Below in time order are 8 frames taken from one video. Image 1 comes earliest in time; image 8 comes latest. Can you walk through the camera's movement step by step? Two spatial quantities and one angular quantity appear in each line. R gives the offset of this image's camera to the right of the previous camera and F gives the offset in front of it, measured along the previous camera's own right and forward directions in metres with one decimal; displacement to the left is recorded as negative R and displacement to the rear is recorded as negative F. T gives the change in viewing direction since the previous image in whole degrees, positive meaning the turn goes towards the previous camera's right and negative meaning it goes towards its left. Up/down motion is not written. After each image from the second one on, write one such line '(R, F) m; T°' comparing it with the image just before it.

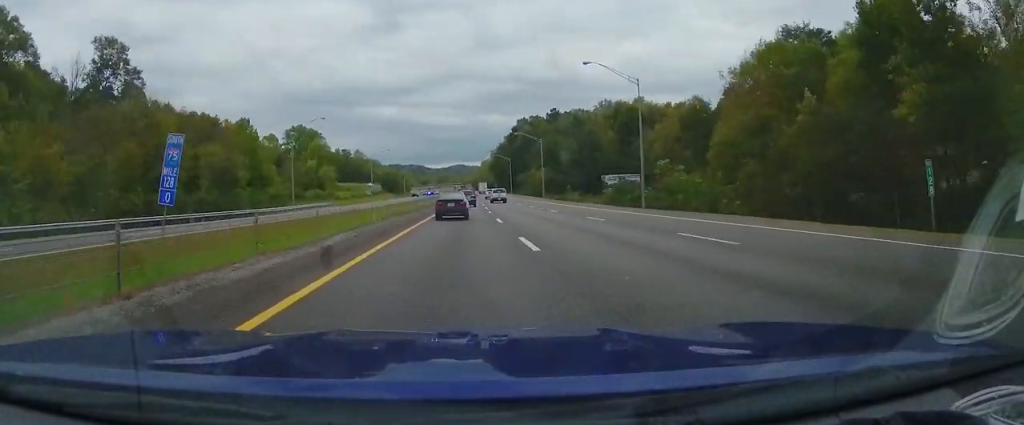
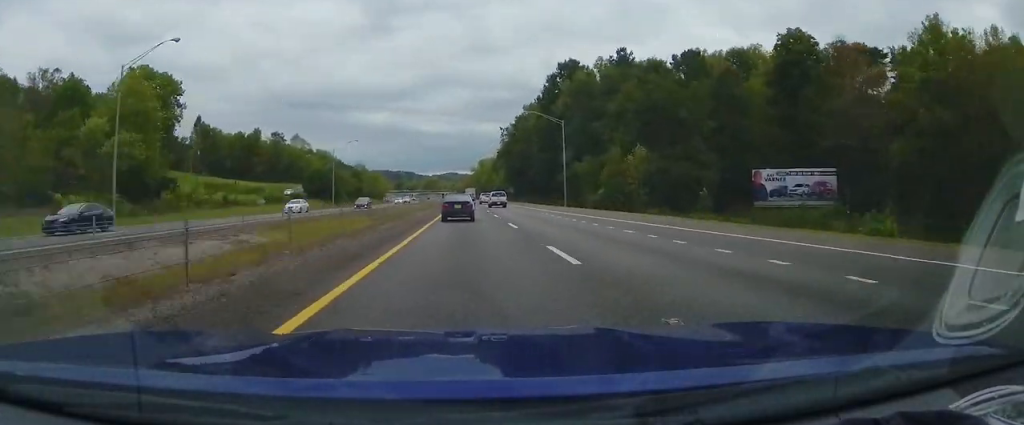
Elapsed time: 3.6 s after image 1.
(+0.6, +113.9) m; 0°
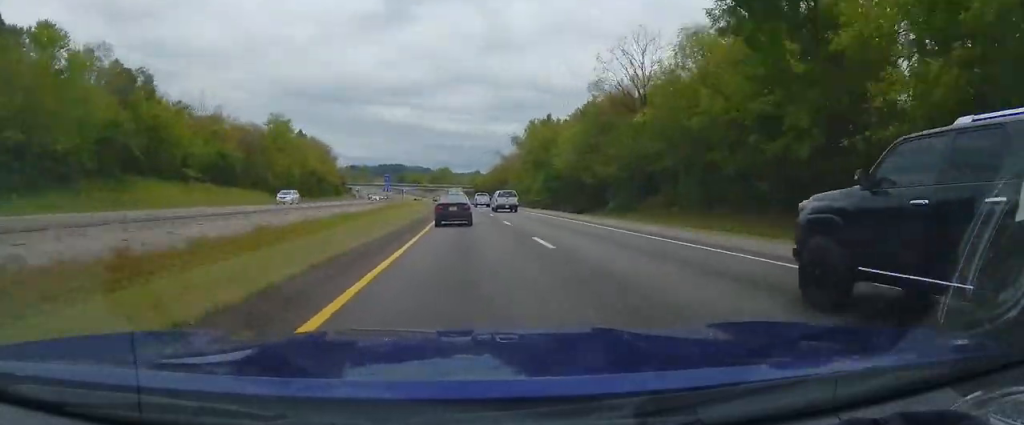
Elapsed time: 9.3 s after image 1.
(-4.6, +180.3) m; -5°
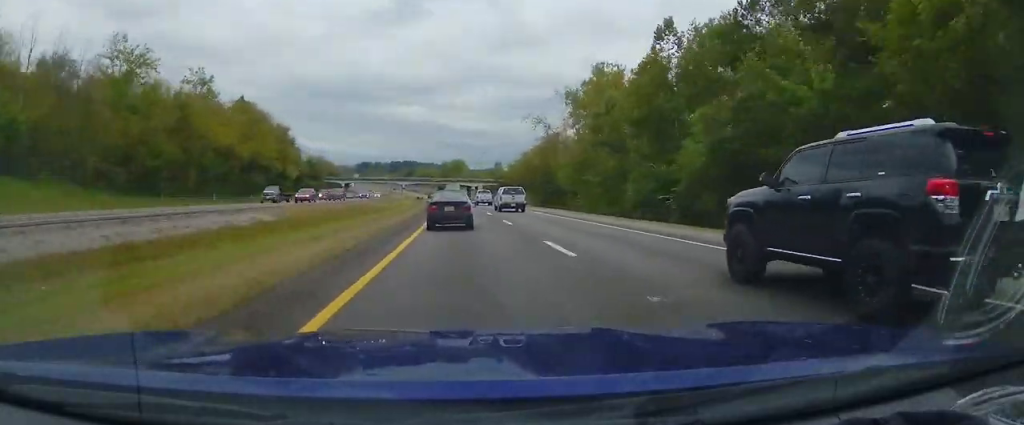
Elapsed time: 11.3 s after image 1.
(-2.6, +62.0) m; -2°
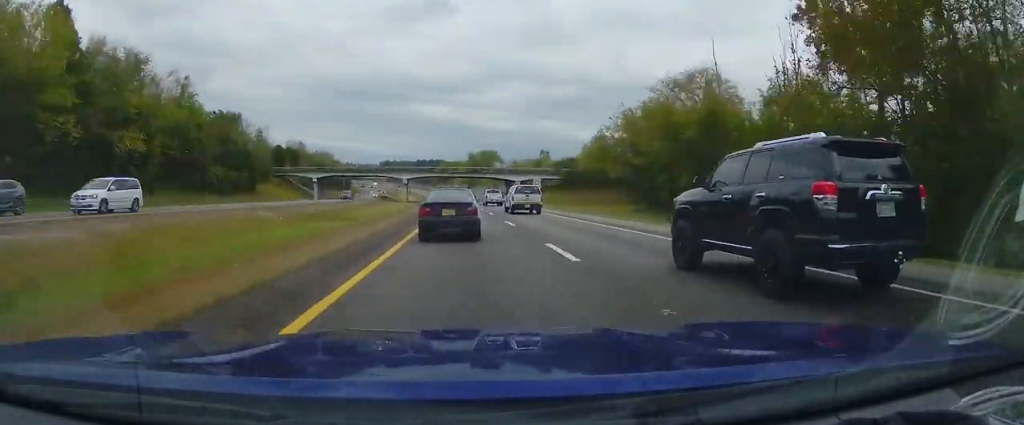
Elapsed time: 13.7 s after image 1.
(-1.3, +74.2) m; -2°
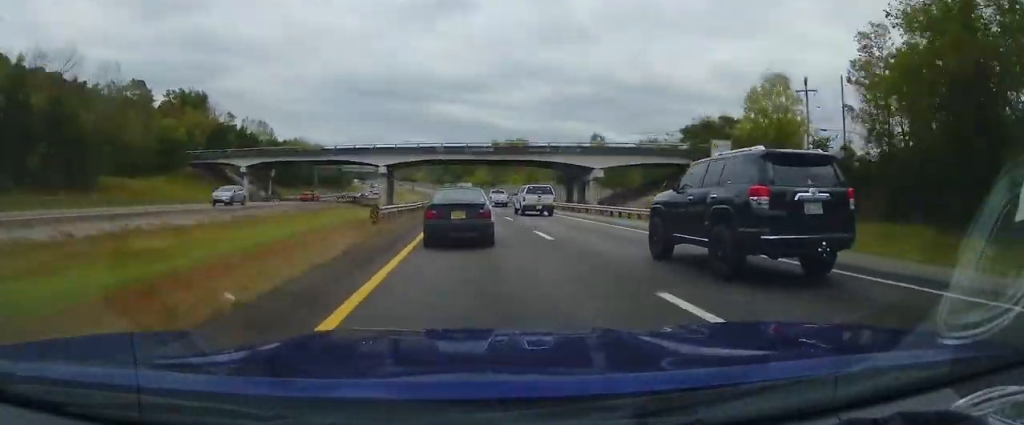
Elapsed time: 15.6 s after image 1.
(+0.5, +57.2) m; -1°
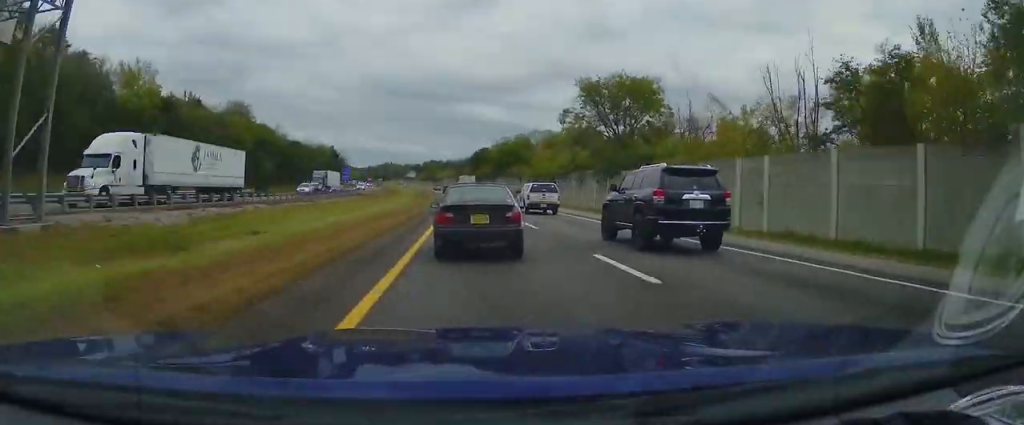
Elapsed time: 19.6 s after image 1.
(-3.6, +120.7) m; -4°
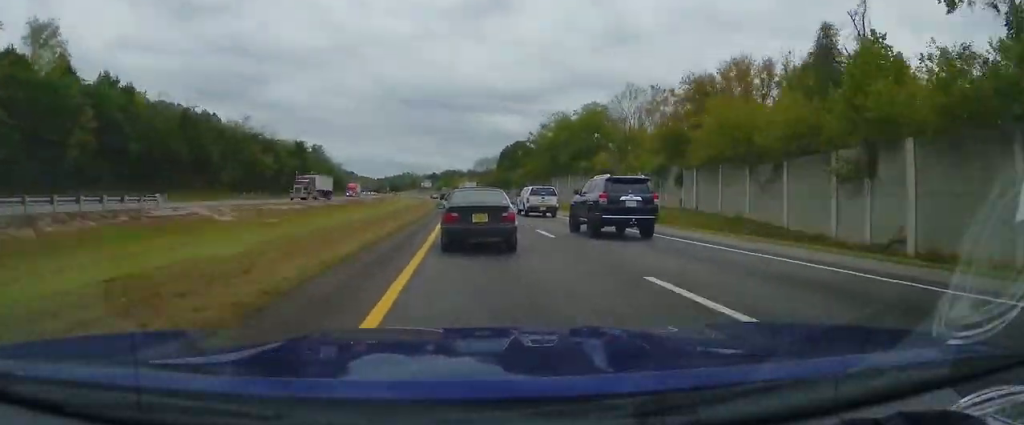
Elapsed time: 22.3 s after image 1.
(-2.1, +80.2) m; -3°
